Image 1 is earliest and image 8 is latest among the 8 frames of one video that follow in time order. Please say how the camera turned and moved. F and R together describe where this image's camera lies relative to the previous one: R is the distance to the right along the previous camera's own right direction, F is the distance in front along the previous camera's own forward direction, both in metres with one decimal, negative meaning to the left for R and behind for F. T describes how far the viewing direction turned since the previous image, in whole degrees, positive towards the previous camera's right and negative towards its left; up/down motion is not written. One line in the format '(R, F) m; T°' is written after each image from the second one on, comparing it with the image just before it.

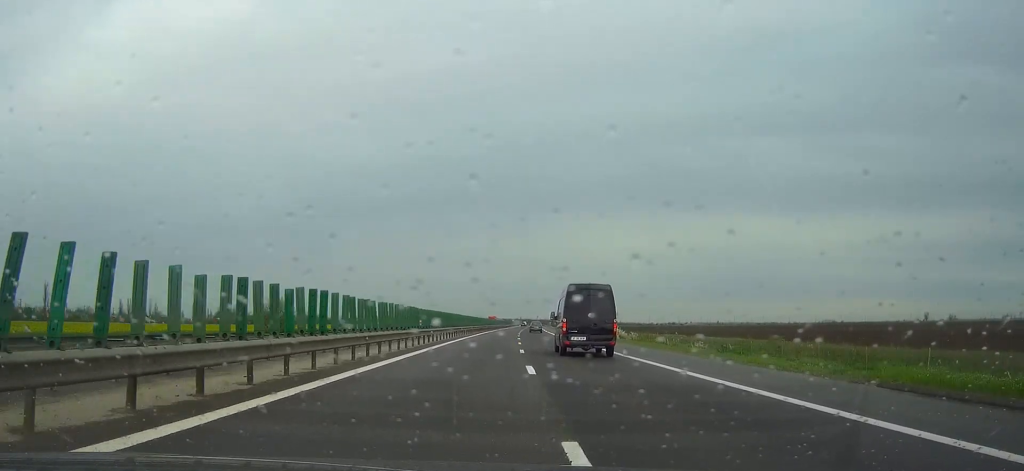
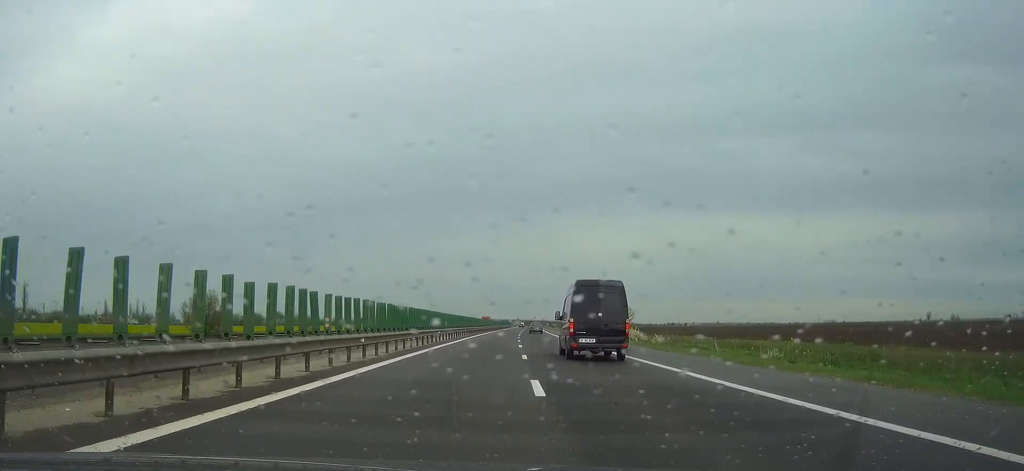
(0.0, +16.5) m; 0°
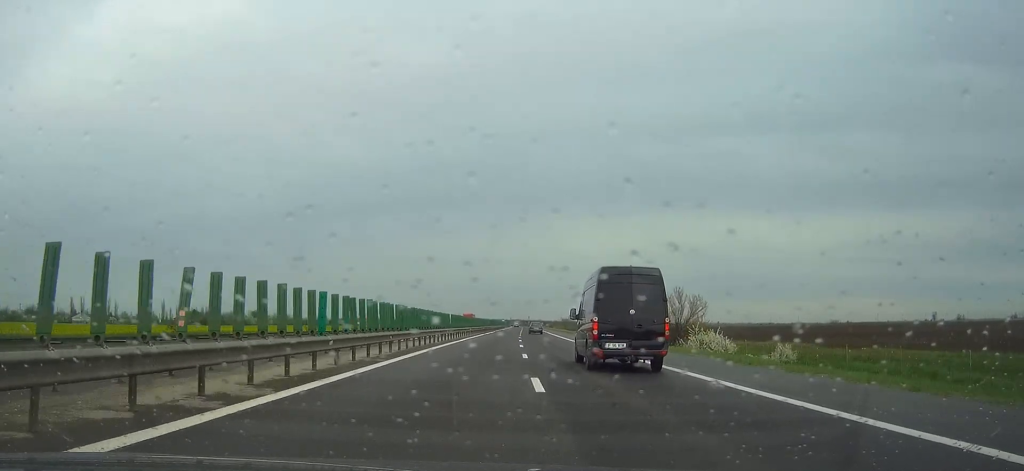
(+0.1, +35.4) m; +1°
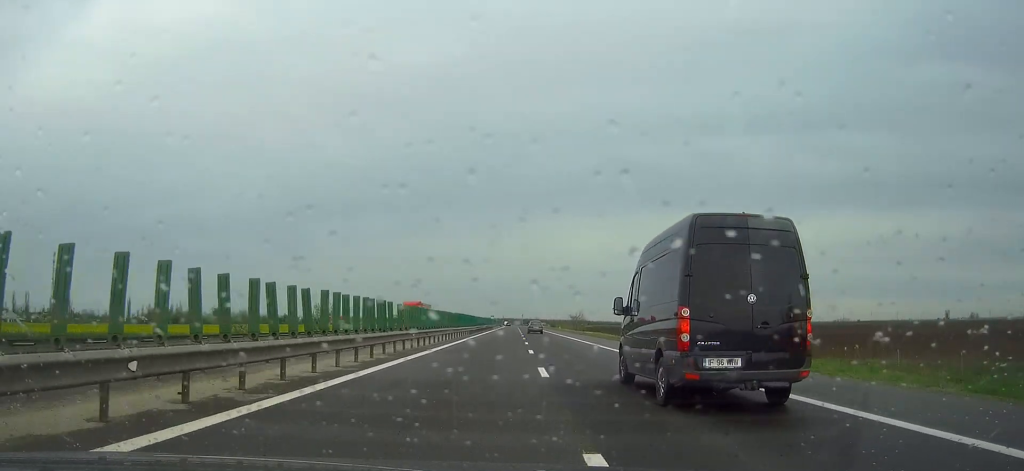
(+0.6, +56.5) m; +1°
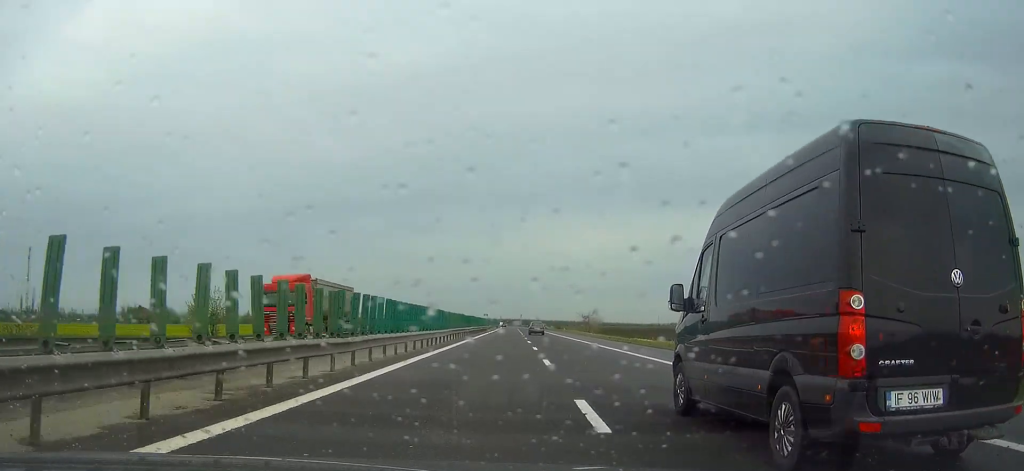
(+0.1, +31.6) m; 0°
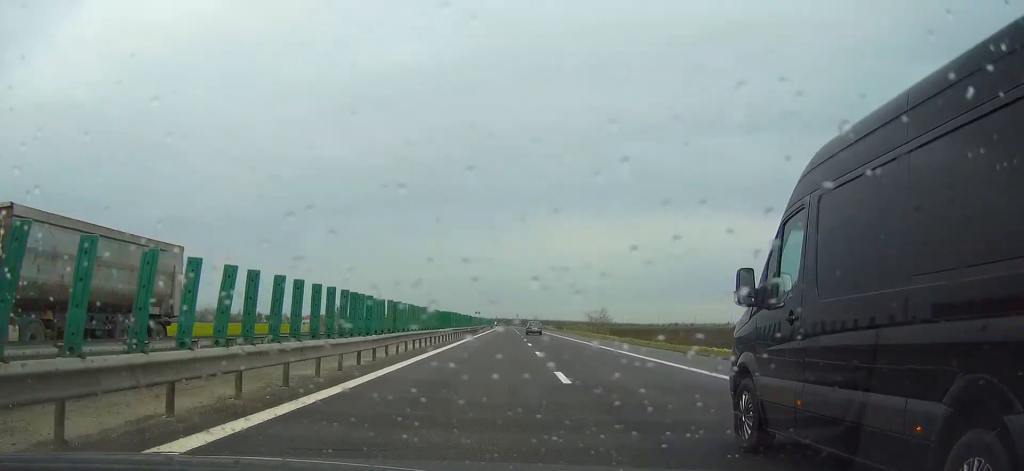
(0.0, +18.3) m; 0°
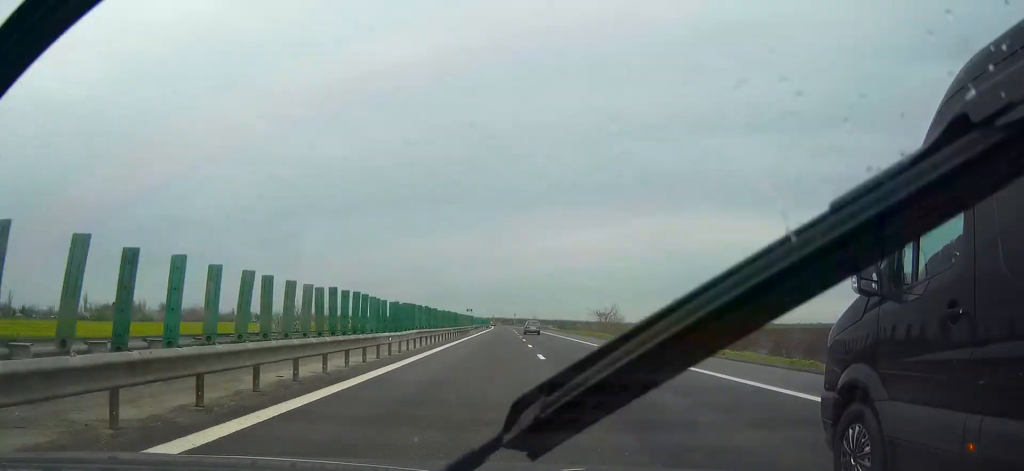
(0.0, +15.7) m; 0°
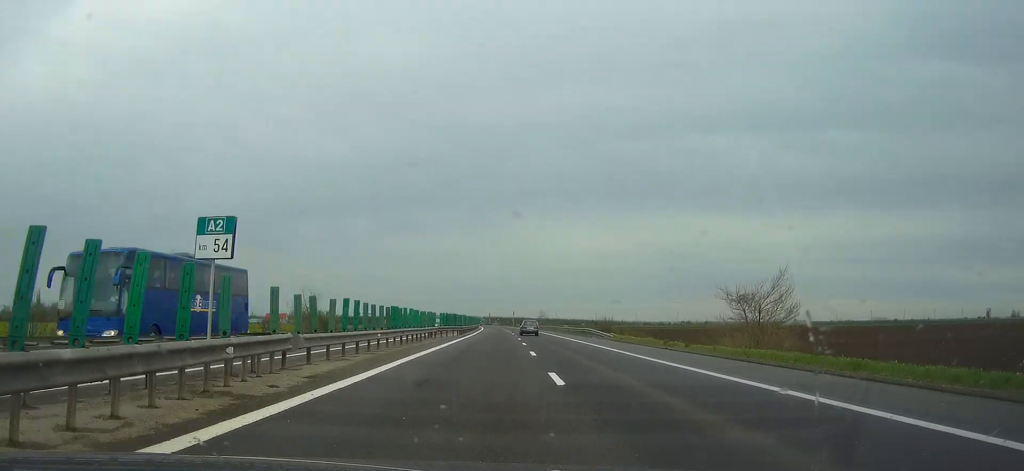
(+0.4, +80.1) m; 0°
